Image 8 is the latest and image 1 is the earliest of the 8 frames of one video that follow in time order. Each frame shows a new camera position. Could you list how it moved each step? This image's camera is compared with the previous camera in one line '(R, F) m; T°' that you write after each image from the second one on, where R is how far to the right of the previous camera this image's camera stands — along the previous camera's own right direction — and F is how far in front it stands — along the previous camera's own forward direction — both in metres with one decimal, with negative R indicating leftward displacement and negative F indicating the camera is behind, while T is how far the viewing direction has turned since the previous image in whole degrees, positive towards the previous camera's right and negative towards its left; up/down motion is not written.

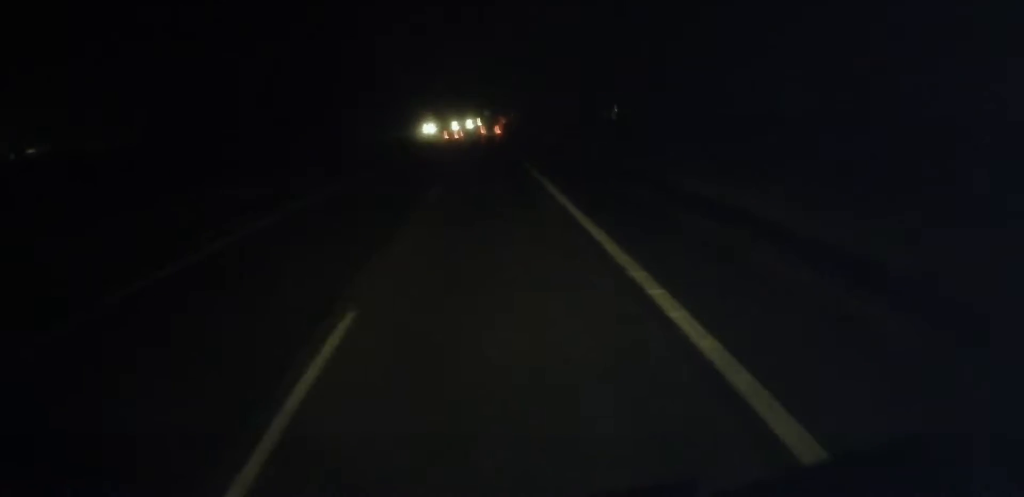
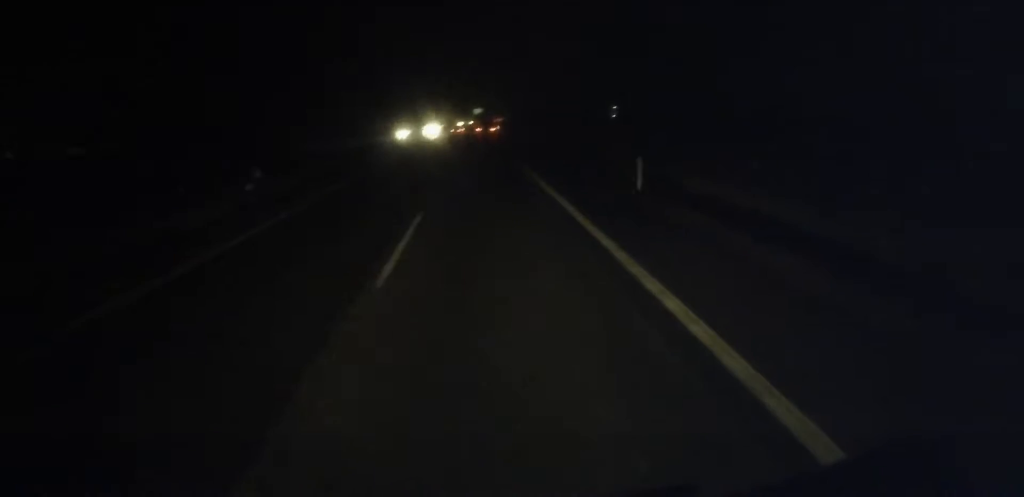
(0.0, +81.3) m; +1°
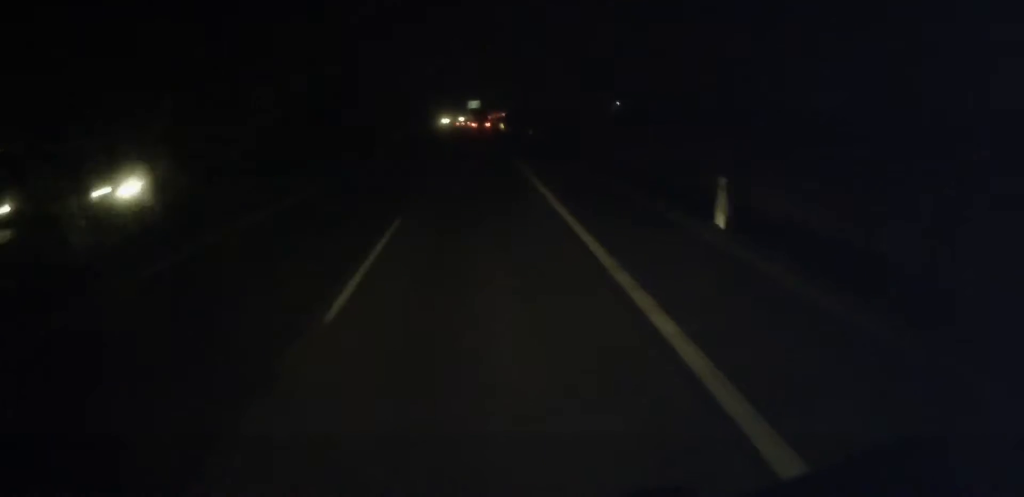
(+0.6, +56.3) m; +1°
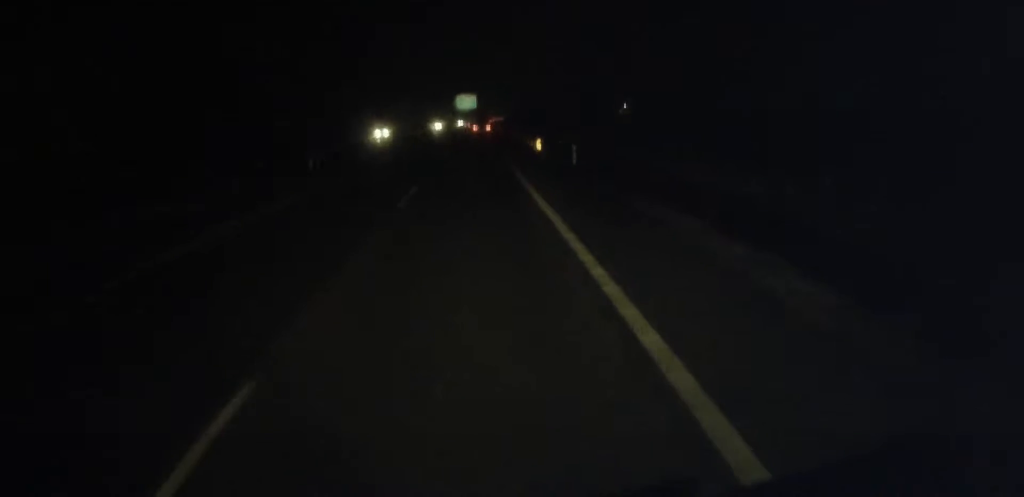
(+0.5, +81.7) m; +1°
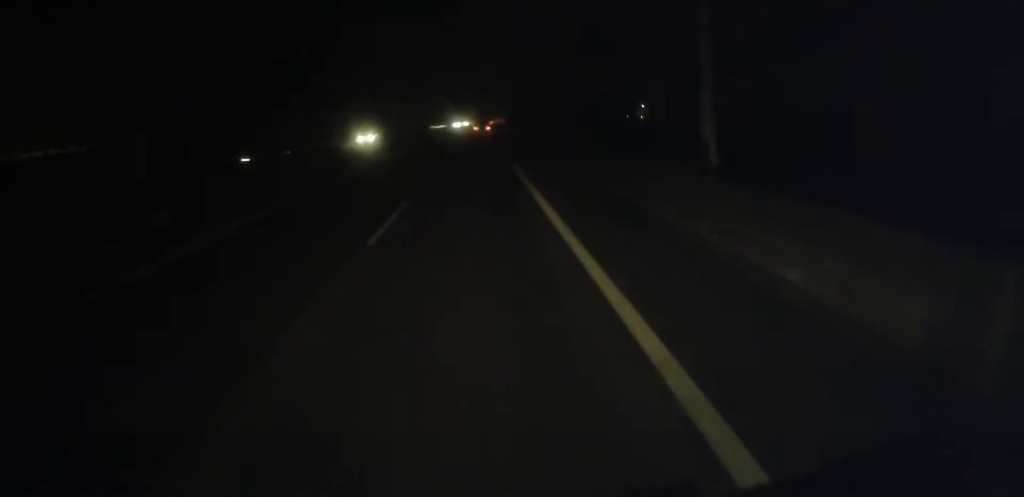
(+0.9, +133.1) m; 0°
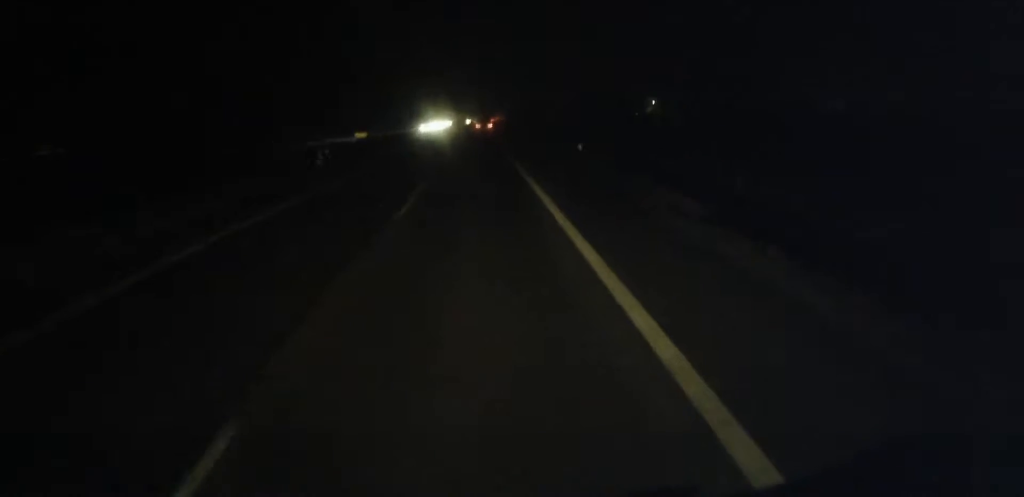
(-0.2, +70.9) m; 0°
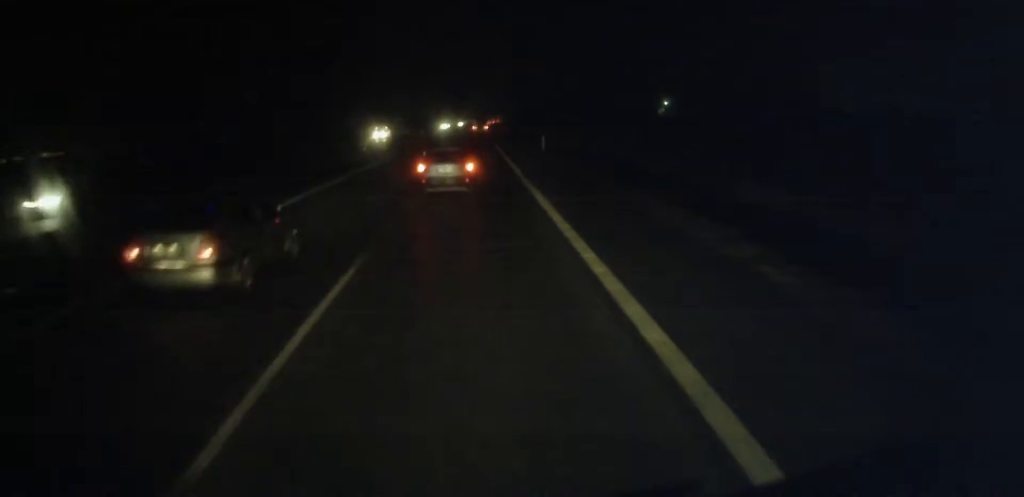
(+0.1, +87.3) m; 0°
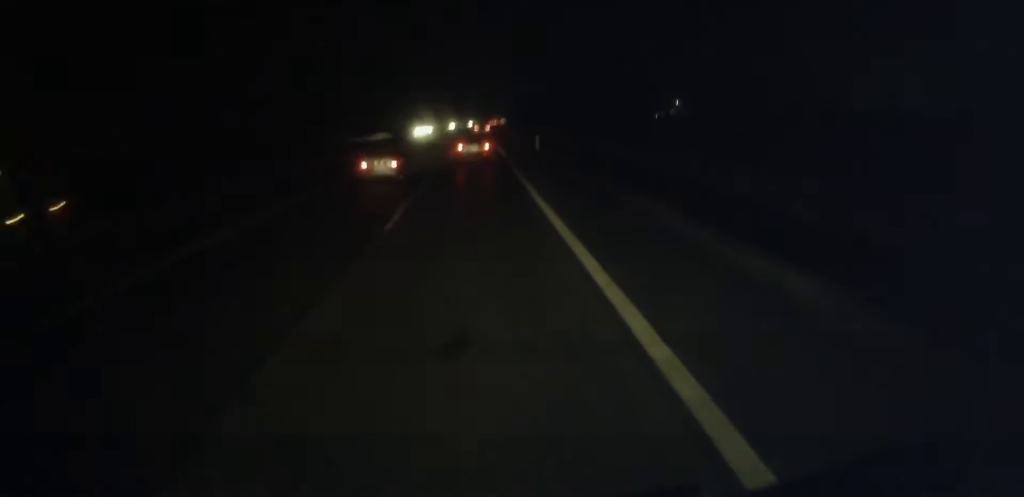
(-0.1, +45.1) m; 0°
